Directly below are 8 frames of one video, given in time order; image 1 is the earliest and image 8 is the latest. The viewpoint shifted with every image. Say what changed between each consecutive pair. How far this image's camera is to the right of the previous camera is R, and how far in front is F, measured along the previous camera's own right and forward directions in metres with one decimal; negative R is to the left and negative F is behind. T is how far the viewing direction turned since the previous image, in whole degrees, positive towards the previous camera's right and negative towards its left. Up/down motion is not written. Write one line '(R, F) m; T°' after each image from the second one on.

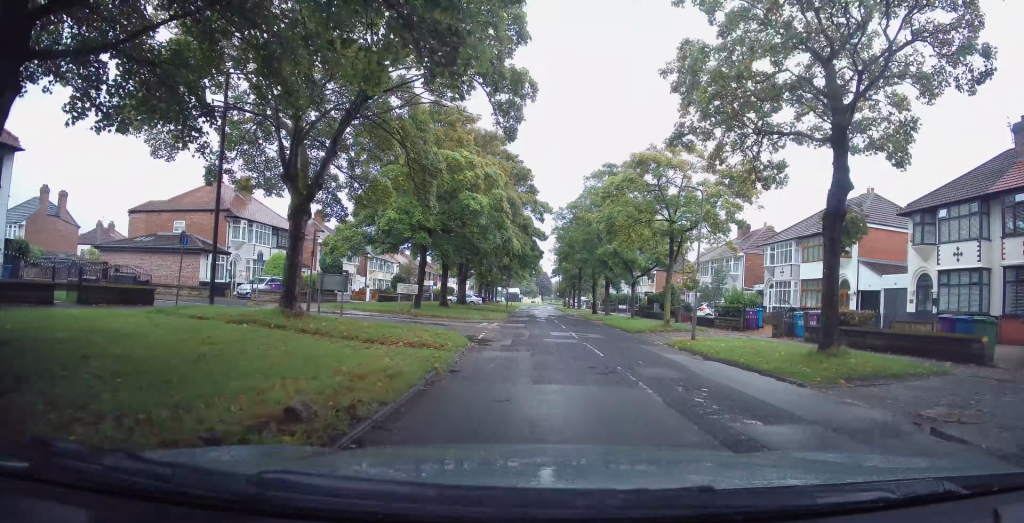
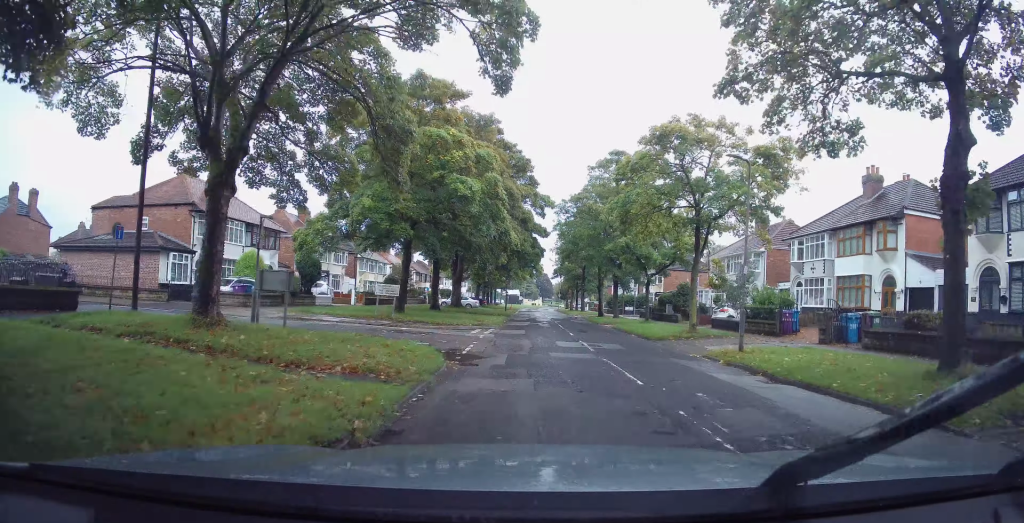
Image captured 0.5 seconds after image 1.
(-0.1, +4.1) m; -1°
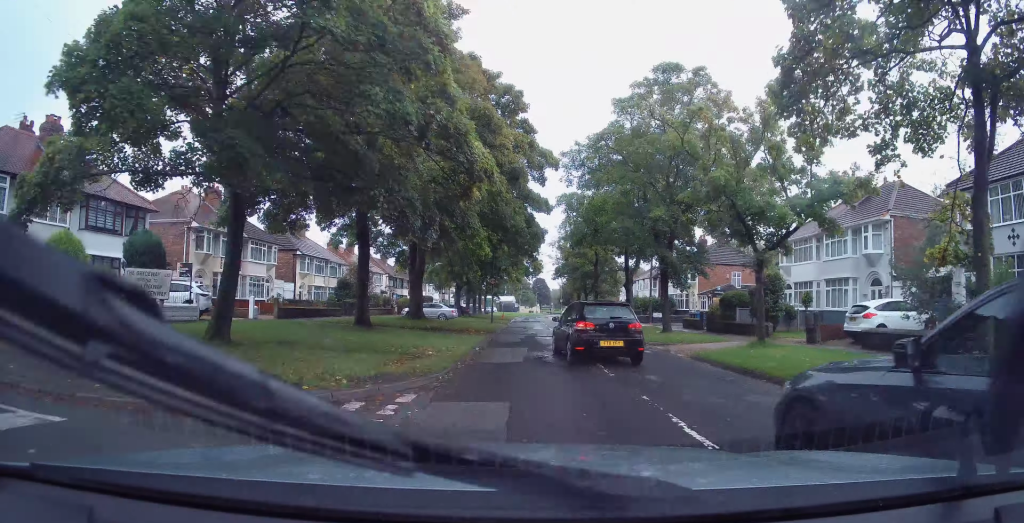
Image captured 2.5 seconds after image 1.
(-0.5, +15.3) m; -2°
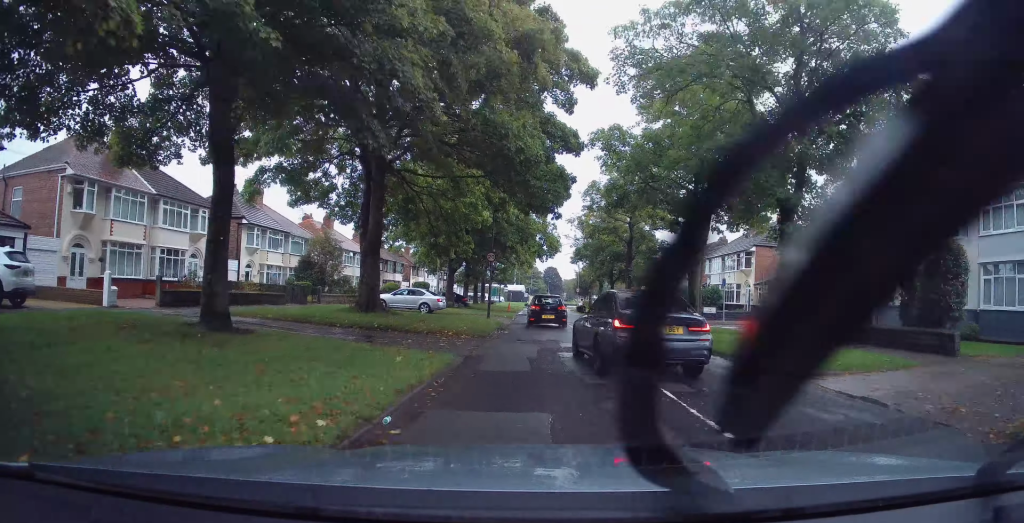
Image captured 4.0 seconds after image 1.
(+0.4, +11.7) m; +4°
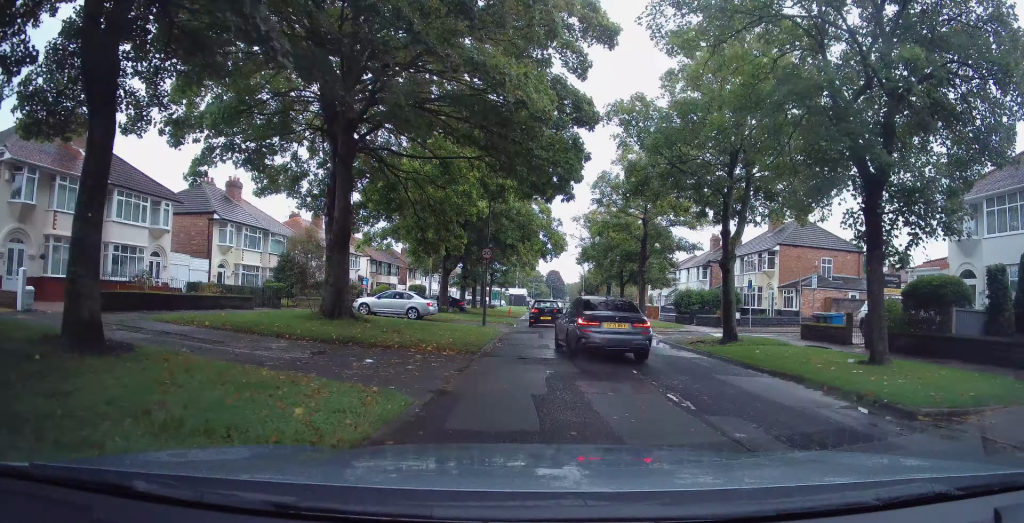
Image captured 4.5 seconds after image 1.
(+0.1, +4.1) m; 0°
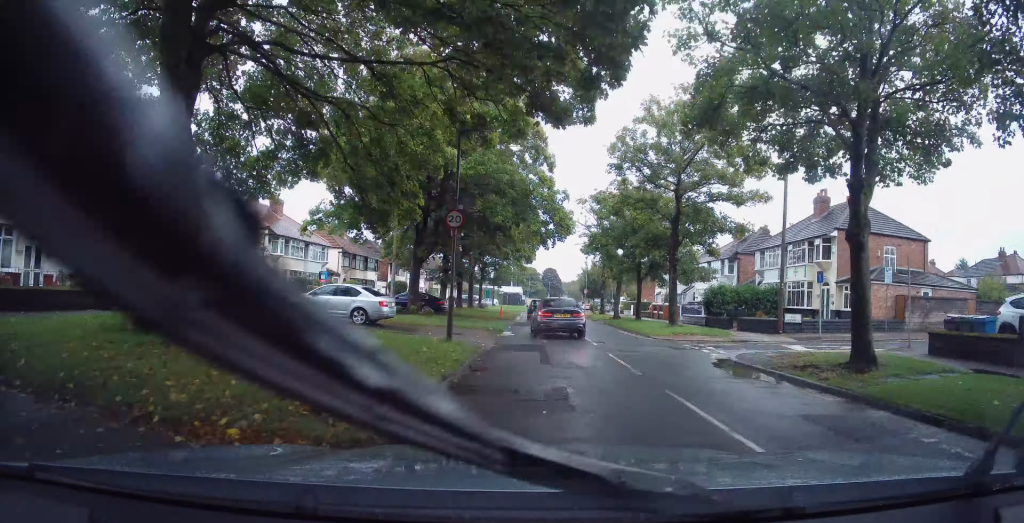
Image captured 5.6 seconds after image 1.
(-0.2, +8.6) m; -2°
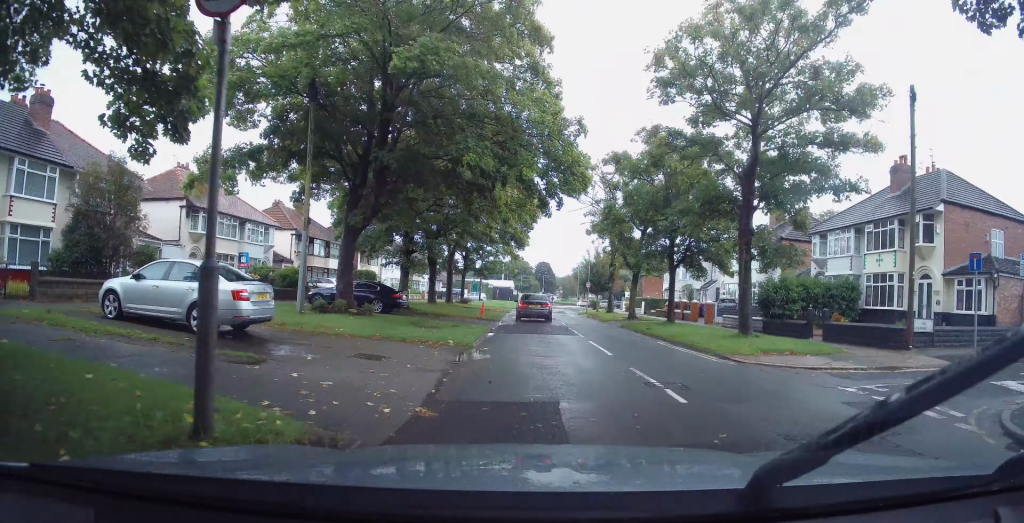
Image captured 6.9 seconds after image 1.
(0.0, +9.4) m; +1°
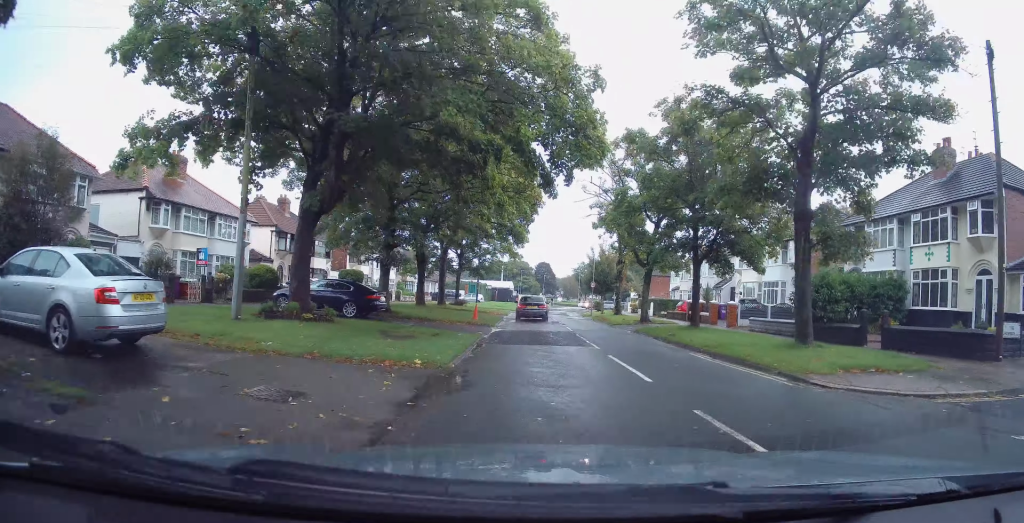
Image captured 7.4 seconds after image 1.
(0.0, +3.6) m; 0°
